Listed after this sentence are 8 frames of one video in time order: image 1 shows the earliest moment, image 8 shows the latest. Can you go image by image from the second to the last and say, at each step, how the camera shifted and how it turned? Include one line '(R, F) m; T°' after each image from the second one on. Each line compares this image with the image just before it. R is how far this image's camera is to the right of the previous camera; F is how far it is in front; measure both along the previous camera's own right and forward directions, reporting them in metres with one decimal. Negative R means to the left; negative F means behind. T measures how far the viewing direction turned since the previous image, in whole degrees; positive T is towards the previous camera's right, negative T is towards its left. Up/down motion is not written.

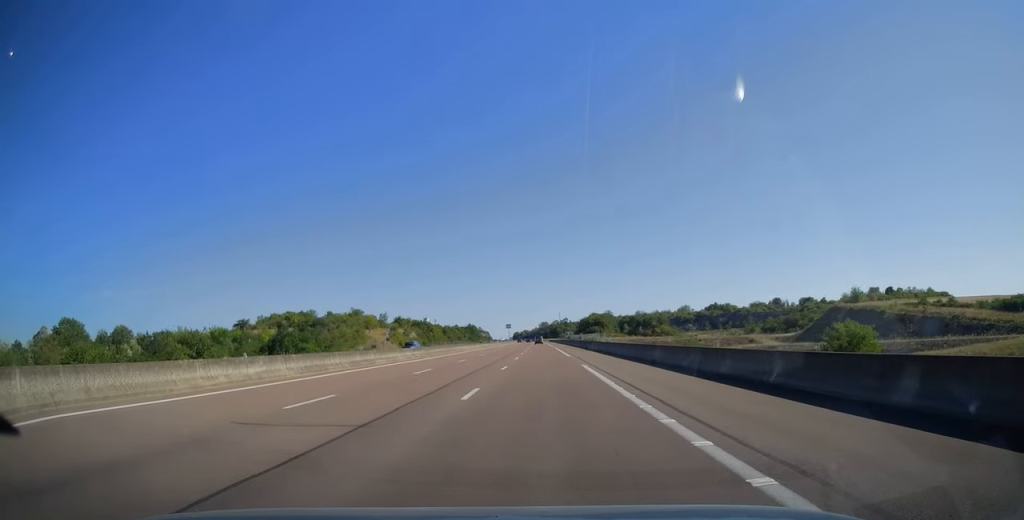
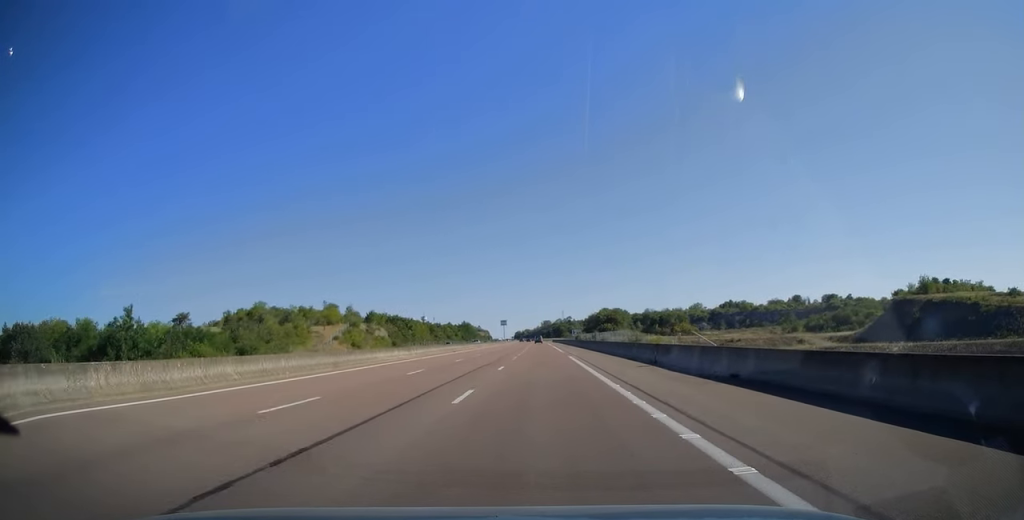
(0.0, +39.9) m; 0°
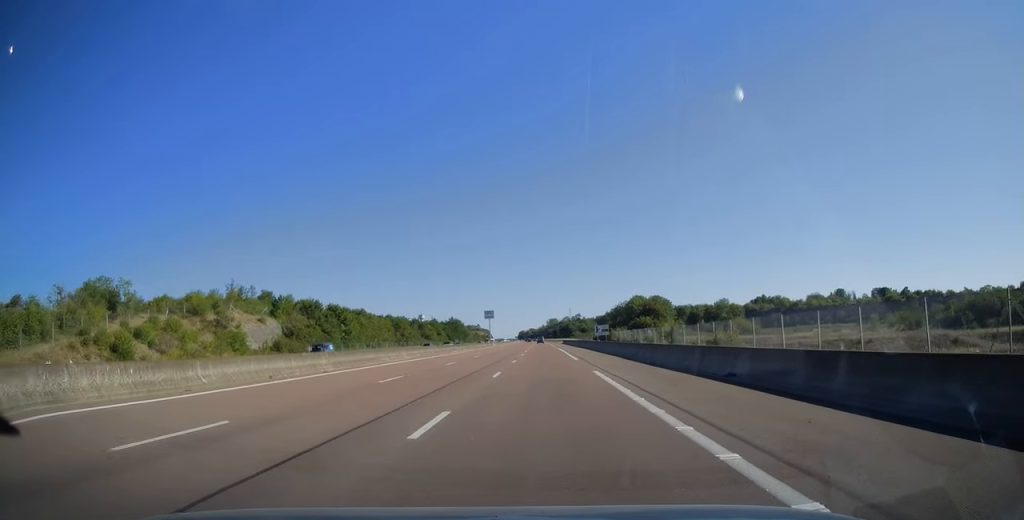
(-0.4, +69.2) m; -1°
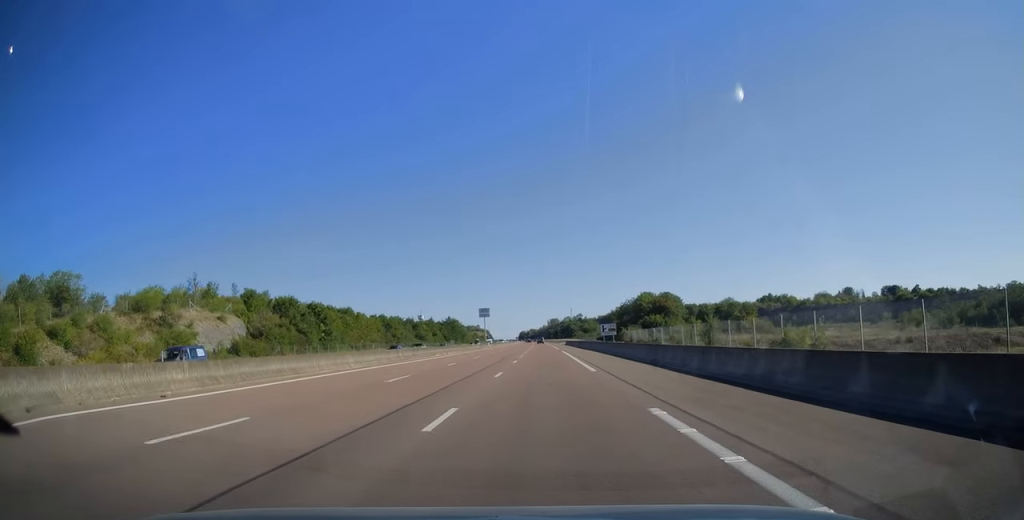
(0.0, +12.1) m; 0°
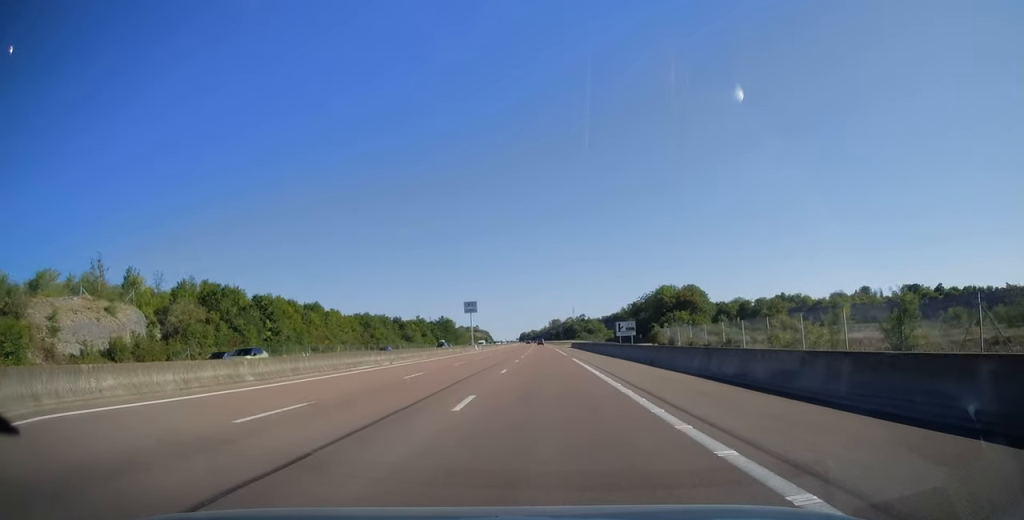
(0.0, +23.2) m; 0°
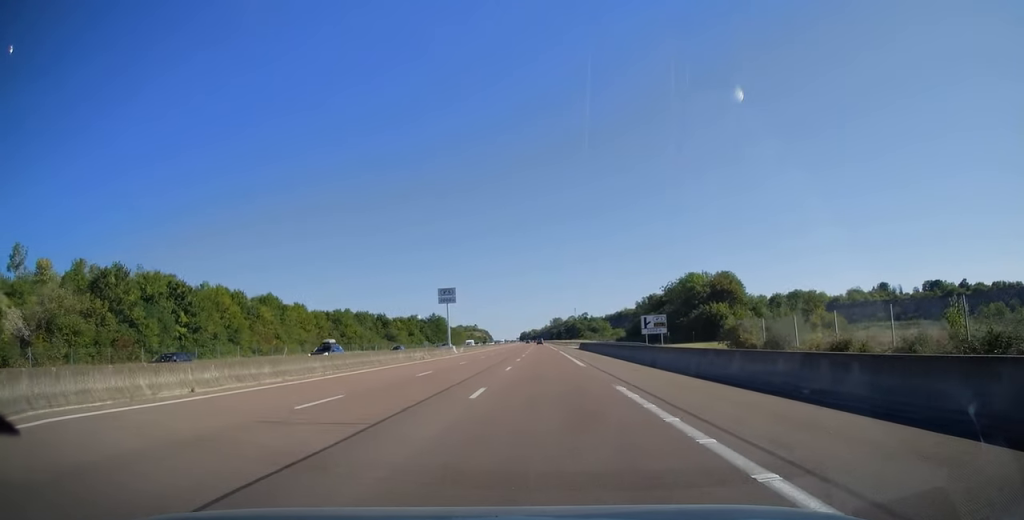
(0.0, +23.2) m; 0°
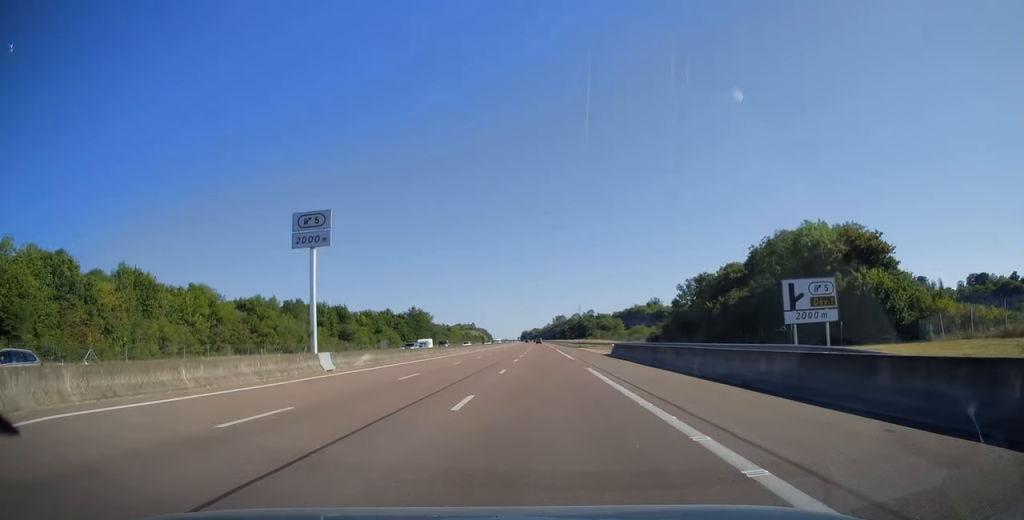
(-0.1, +41.9) m; 0°
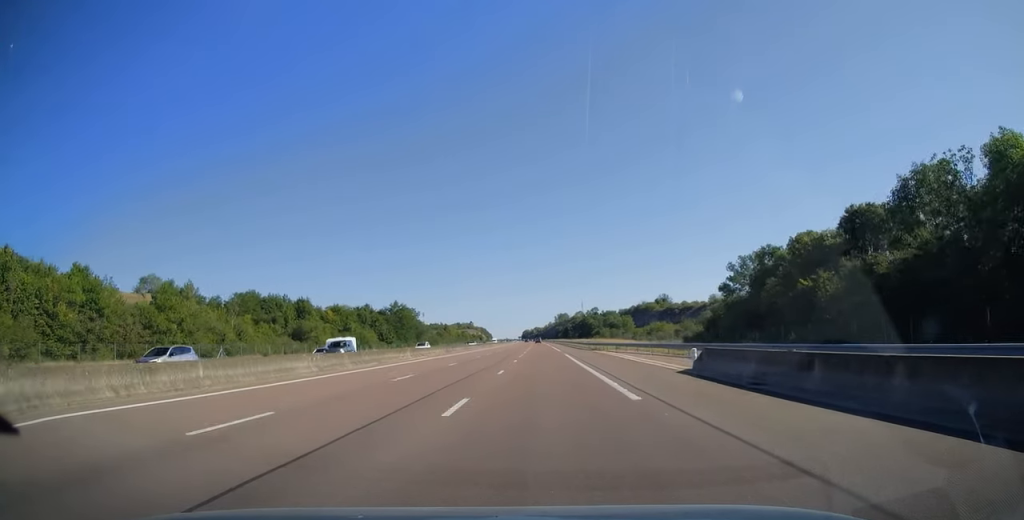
(0.0, +26.7) m; 0°
